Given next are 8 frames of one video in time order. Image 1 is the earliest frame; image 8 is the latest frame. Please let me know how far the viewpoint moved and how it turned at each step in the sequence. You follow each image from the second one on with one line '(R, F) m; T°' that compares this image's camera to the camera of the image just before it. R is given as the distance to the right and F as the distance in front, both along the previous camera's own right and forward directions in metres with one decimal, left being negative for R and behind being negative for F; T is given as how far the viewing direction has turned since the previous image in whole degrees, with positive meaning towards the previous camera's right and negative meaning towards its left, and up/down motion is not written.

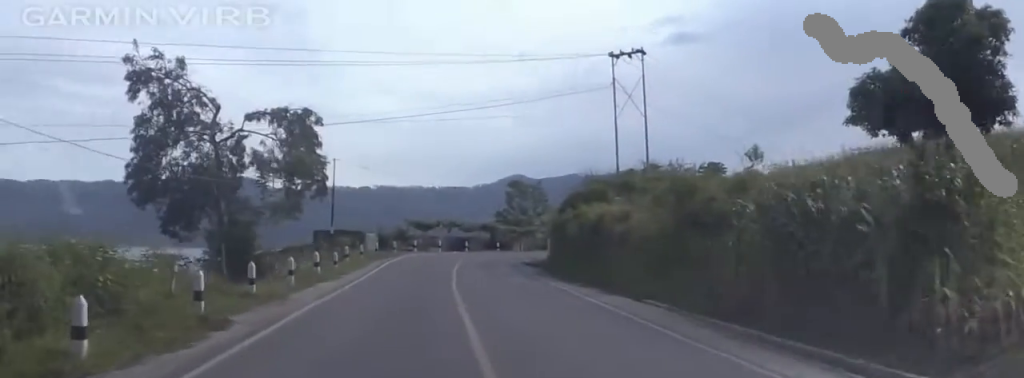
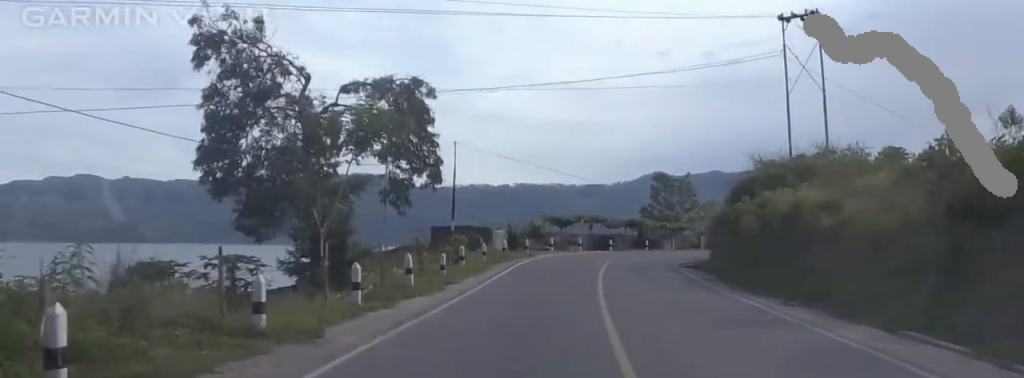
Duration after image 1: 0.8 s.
(-0.7, +8.3) m; -10°
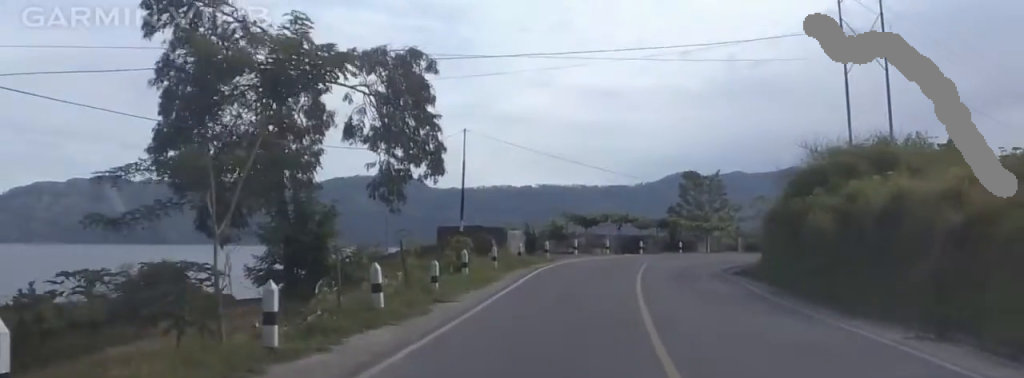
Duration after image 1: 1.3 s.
(-0.8, +6.0) m; -6°
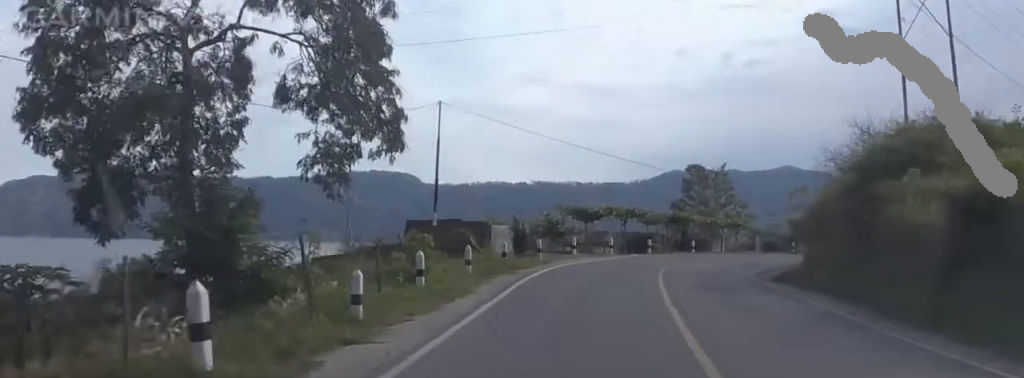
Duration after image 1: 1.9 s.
(-0.2, +7.2) m; +1°
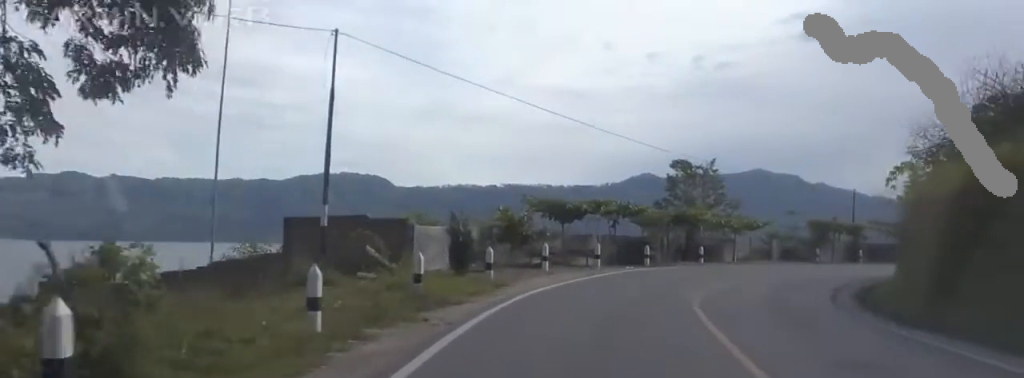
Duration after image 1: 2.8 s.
(+0.4, +11.6) m; +7°
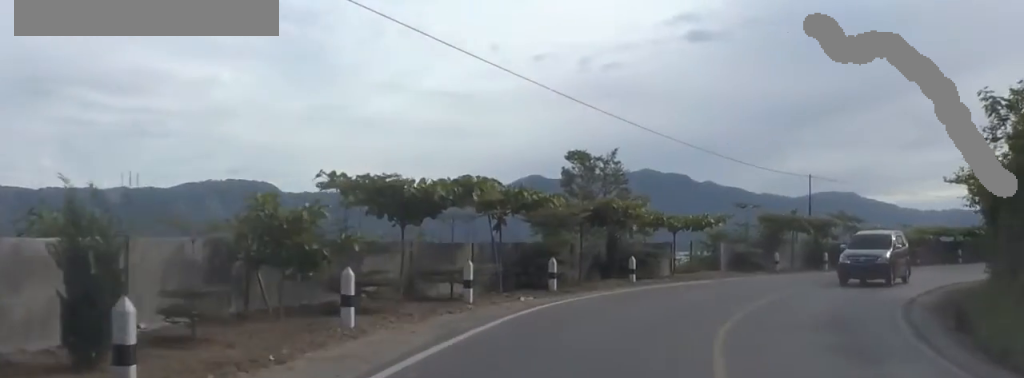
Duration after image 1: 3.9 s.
(+1.2, +13.5) m; +10°
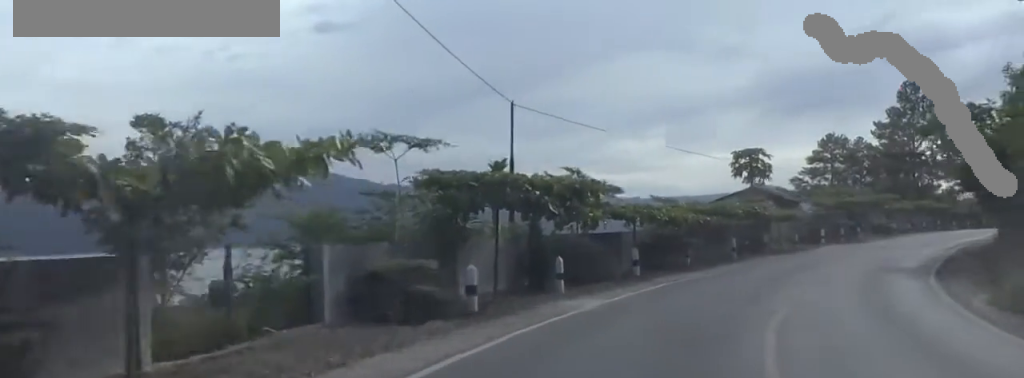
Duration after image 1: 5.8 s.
(+3.5, +24.4) m; +17°
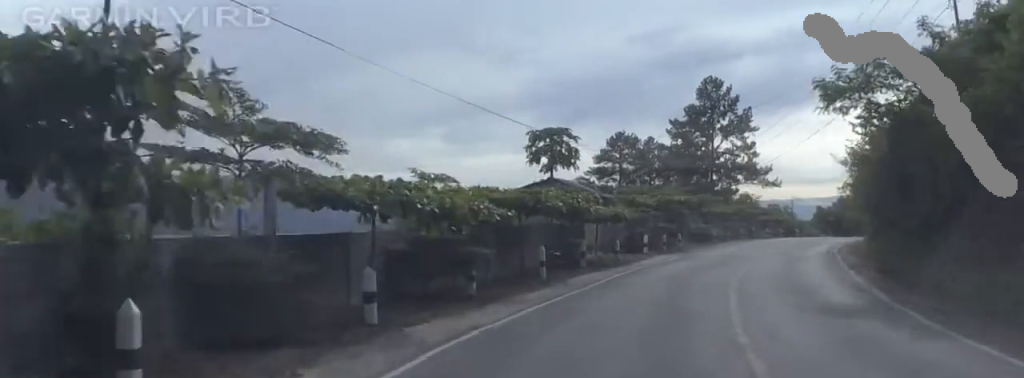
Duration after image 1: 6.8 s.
(+1.0, +12.9) m; +13°
